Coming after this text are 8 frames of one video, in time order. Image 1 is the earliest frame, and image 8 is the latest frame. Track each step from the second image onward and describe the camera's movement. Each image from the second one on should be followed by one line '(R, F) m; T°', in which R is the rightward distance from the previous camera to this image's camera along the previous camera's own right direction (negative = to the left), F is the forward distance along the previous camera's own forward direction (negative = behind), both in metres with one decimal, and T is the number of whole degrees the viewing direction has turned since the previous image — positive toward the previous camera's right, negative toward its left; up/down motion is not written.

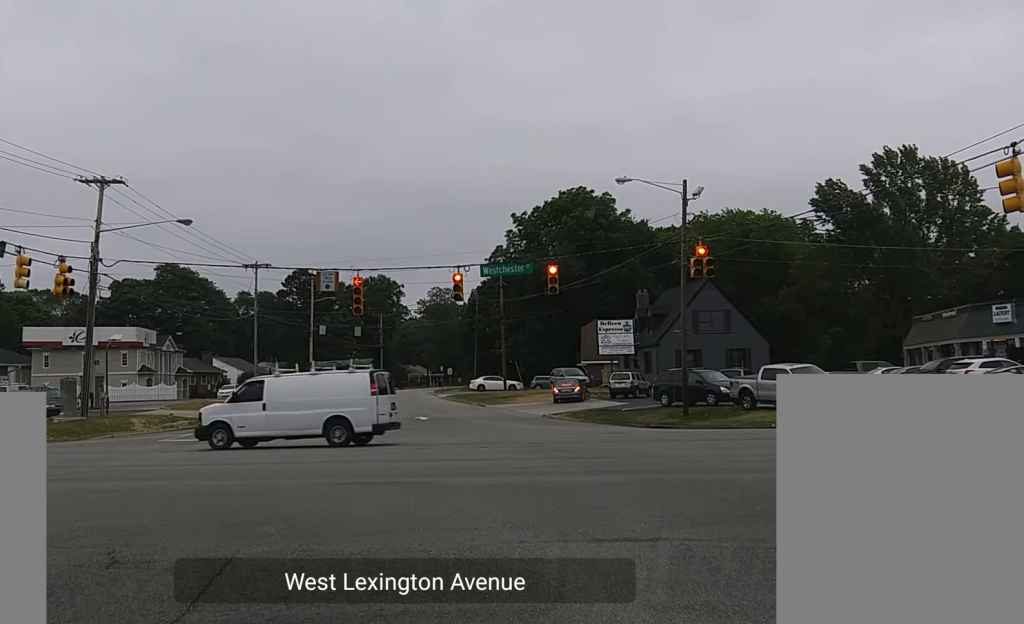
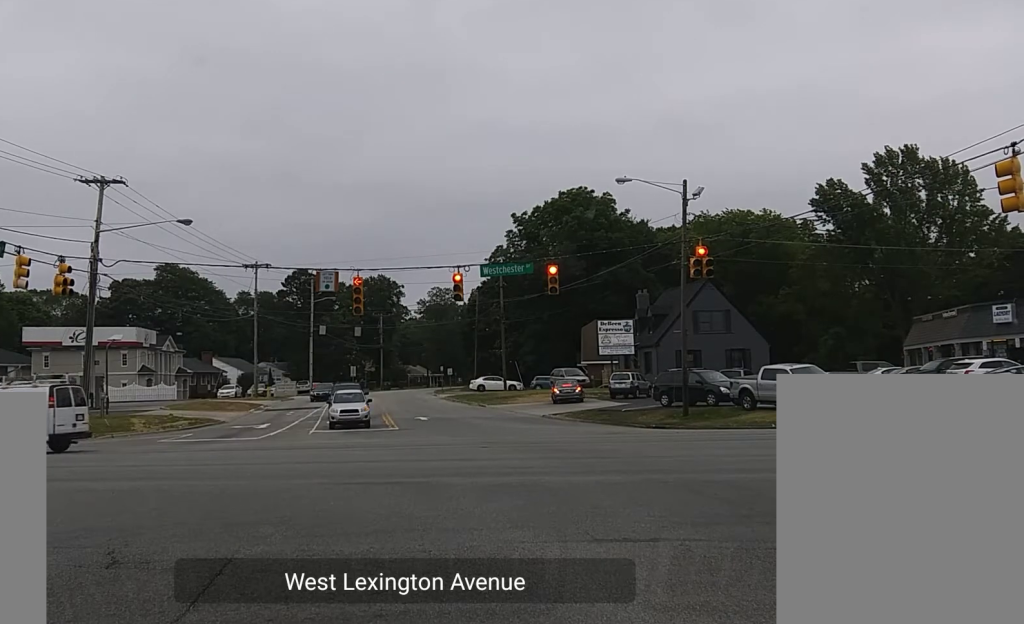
(0.0, 0.0) m; 0°
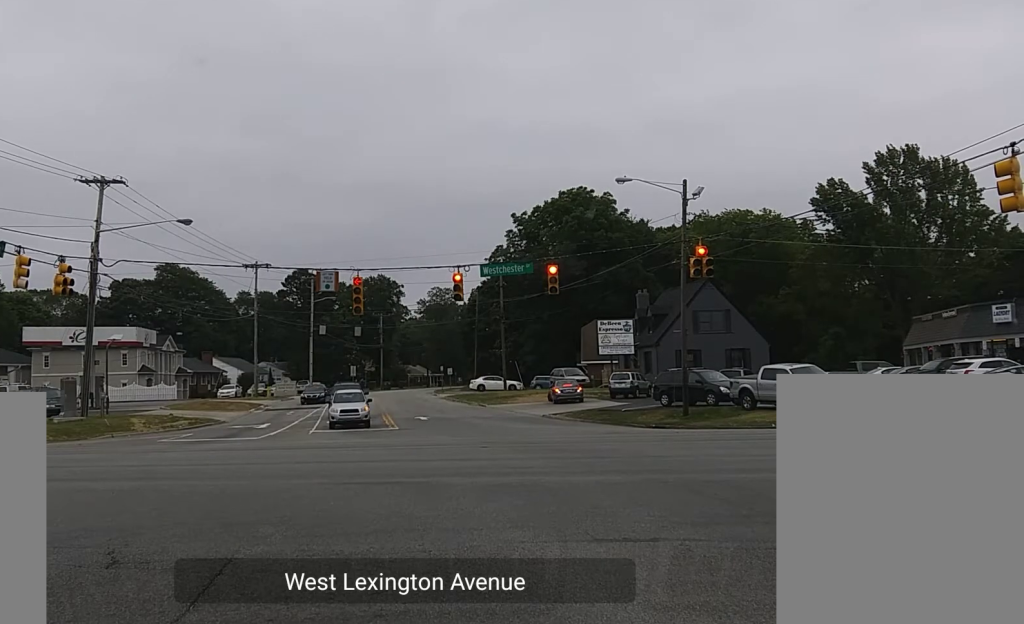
(0.0, 0.0) m; 0°
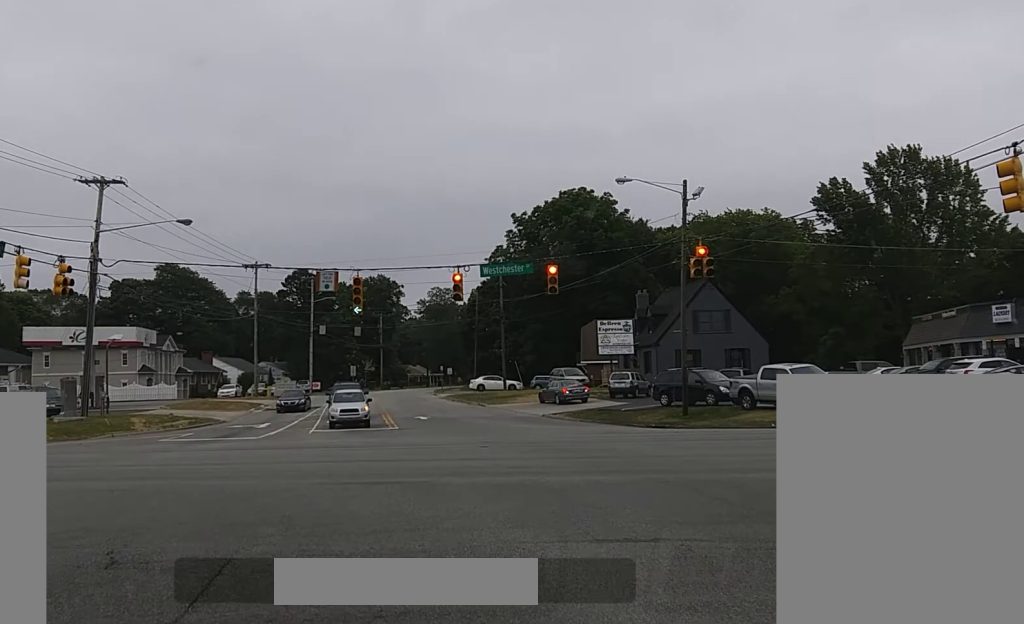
(-0.1, +0.2) m; 0°
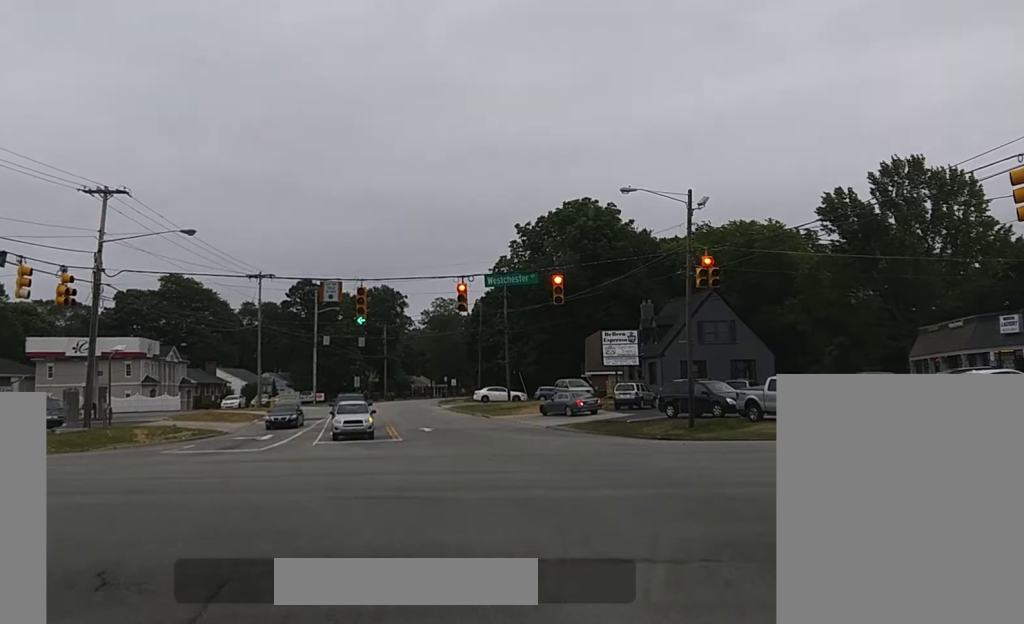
(-0.1, +0.5) m; +1°
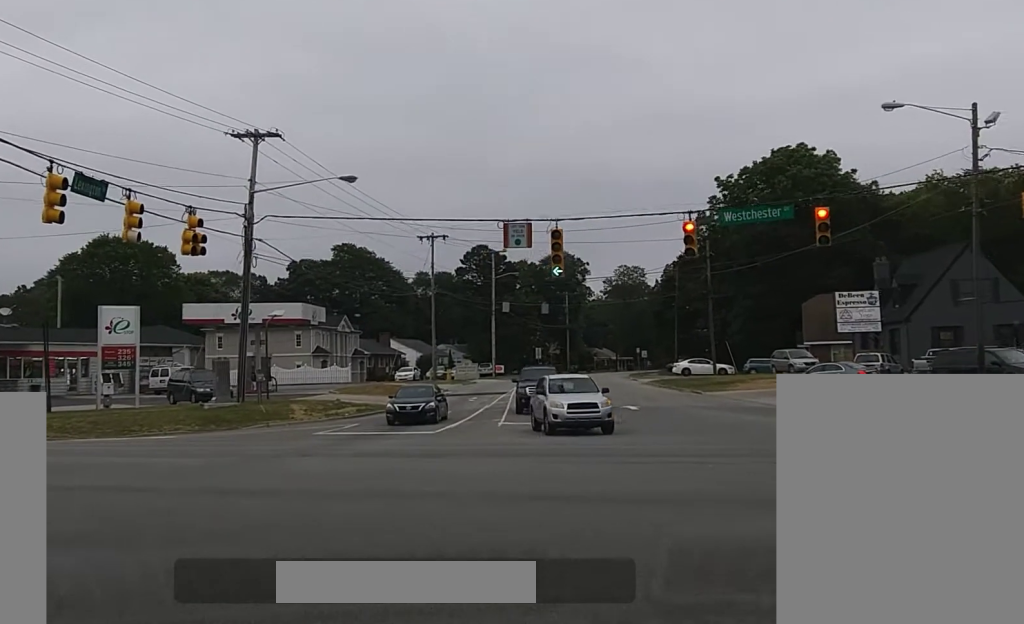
(+1.4, +10.8) m; 0°
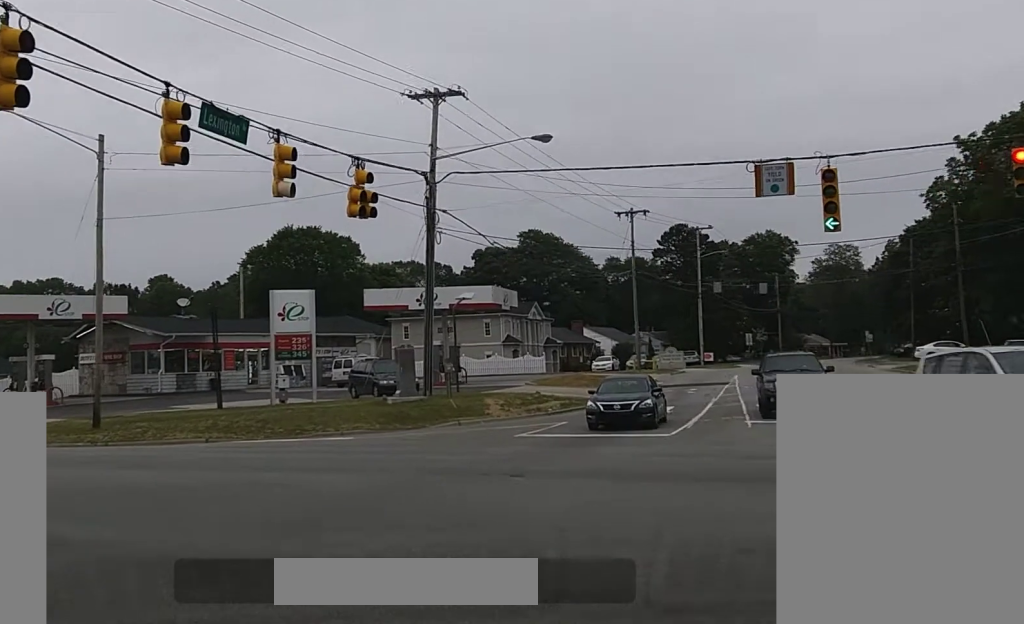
(-0.8, +6.4) m; -13°
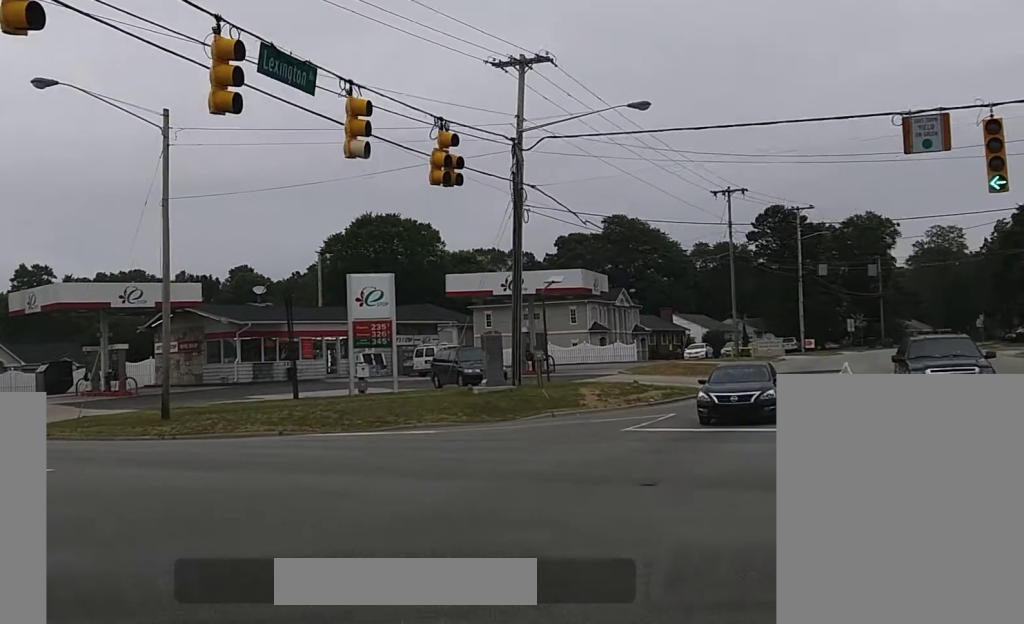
(-0.1, +2.6) m; -3°
